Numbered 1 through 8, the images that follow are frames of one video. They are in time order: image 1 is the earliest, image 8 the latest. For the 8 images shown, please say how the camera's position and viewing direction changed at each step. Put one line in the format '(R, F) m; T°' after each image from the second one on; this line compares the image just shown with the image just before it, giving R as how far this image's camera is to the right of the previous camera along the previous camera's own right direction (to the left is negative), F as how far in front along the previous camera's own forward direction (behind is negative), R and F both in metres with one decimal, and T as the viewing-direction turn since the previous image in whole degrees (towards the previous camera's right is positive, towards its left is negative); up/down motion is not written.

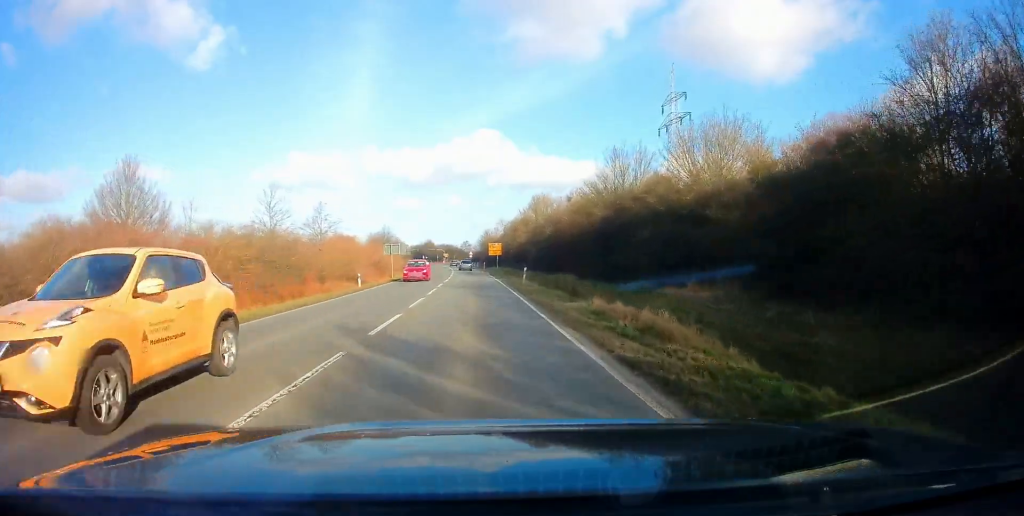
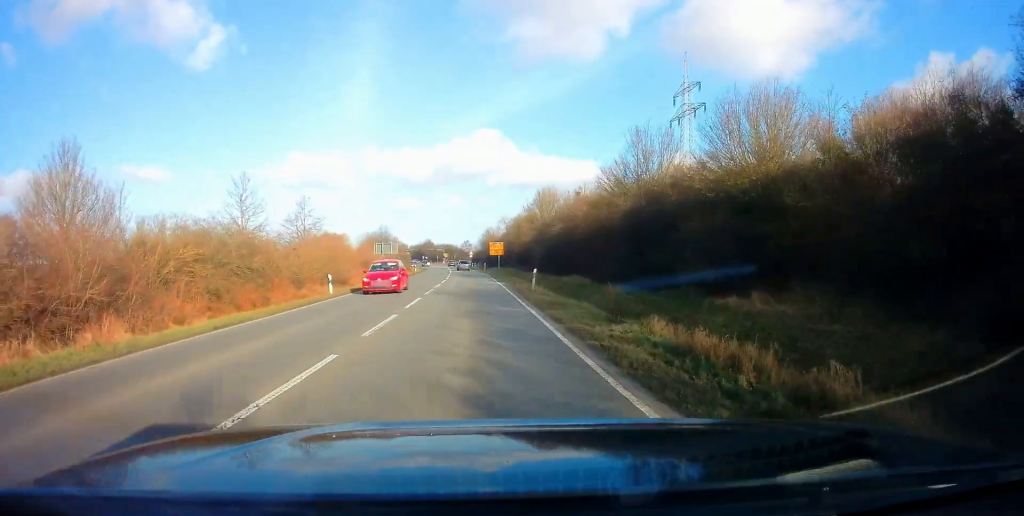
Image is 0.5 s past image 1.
(0.0, +6.1) m; 0°
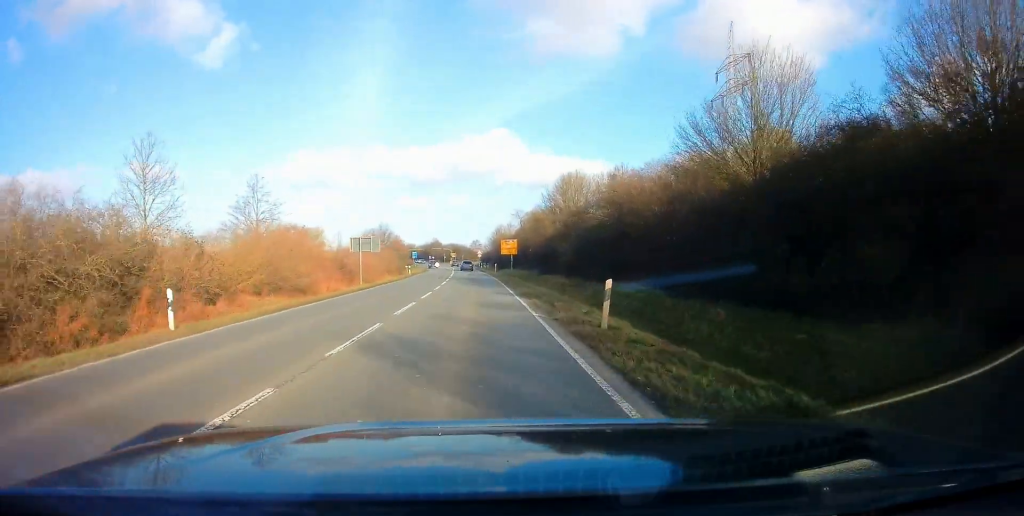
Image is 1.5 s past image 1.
(-0.1, +14.4) m; -1°
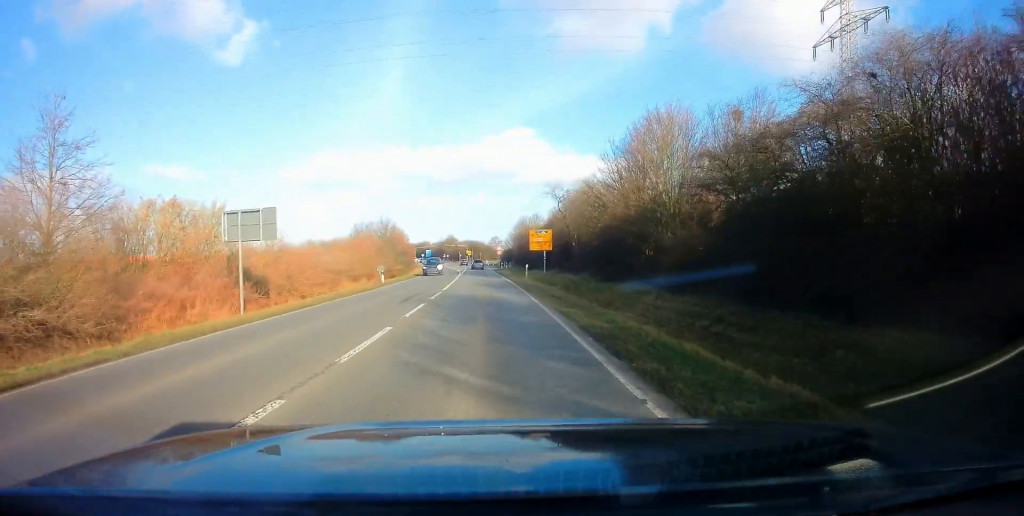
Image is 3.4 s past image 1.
(-0.8, +24.5) m; -3°
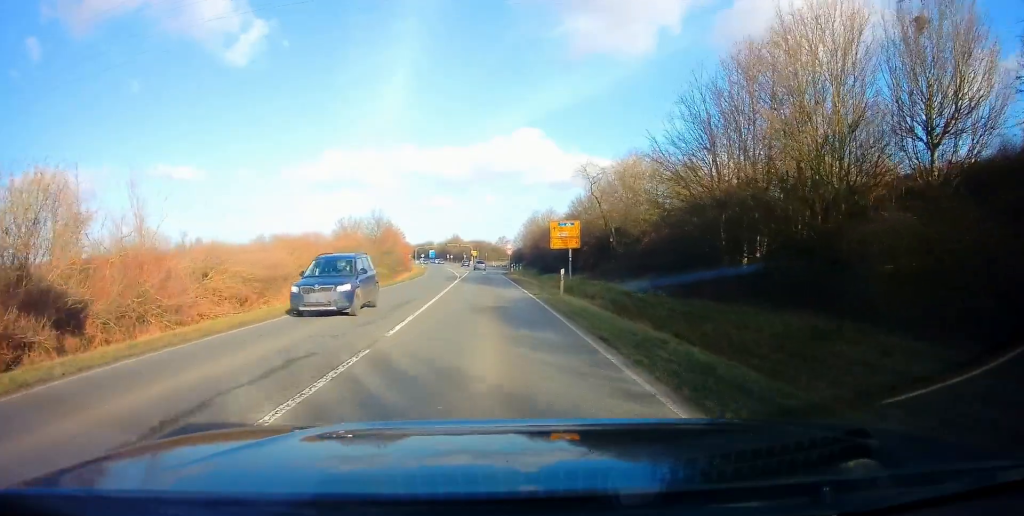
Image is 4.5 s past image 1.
(-0.1, +14.9) m; +1°
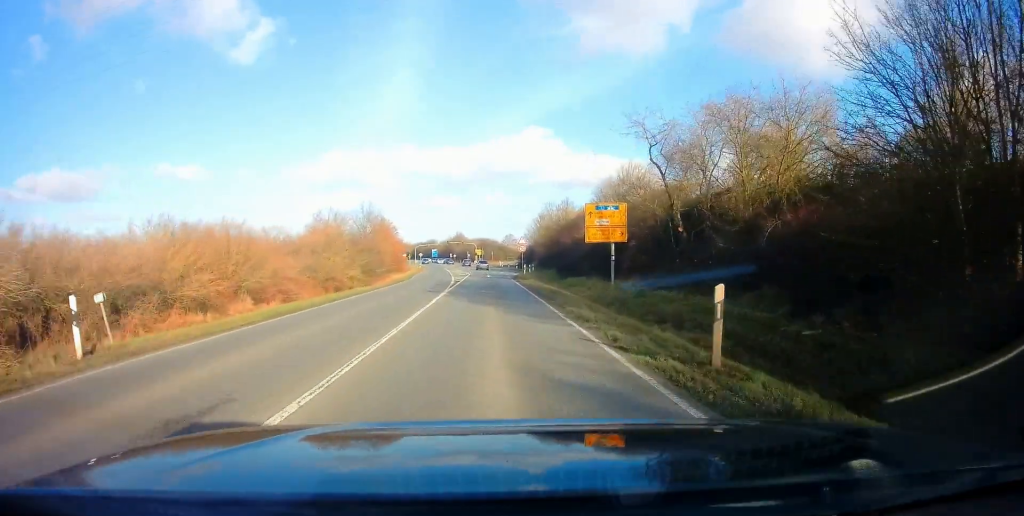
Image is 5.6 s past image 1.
(+0.3, +14.3) m; 0°
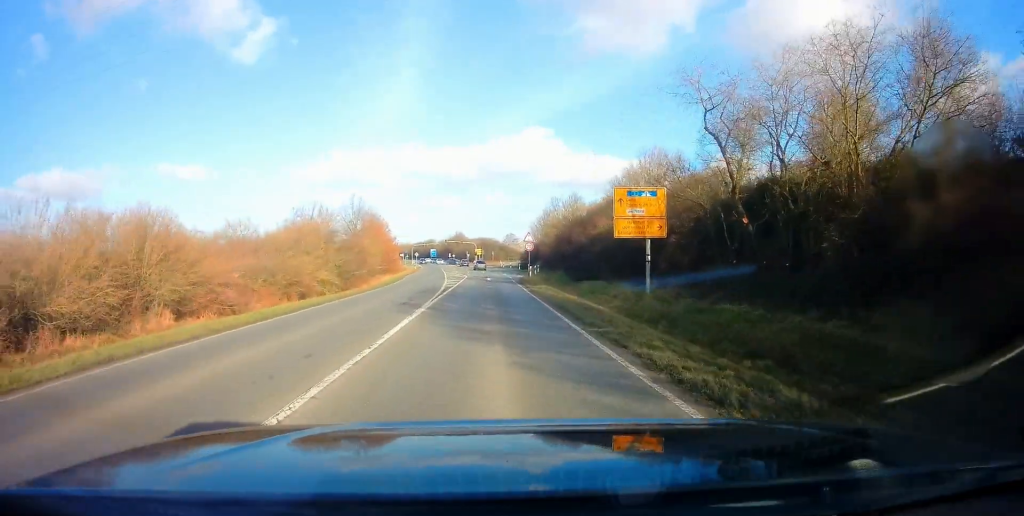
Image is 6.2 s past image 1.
(-0.1, +7.3) m; -1°
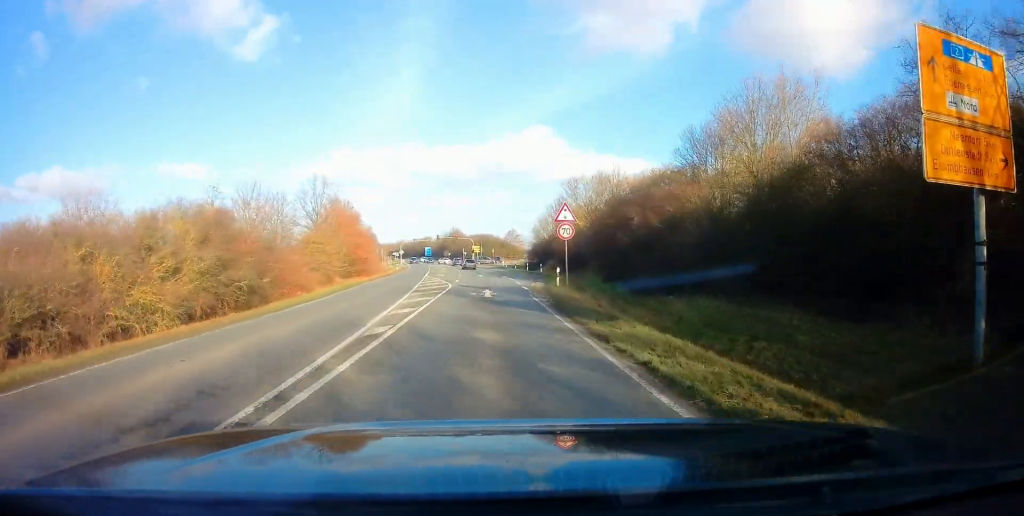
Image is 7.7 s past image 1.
(-0.2, +19.0) m; -2°
